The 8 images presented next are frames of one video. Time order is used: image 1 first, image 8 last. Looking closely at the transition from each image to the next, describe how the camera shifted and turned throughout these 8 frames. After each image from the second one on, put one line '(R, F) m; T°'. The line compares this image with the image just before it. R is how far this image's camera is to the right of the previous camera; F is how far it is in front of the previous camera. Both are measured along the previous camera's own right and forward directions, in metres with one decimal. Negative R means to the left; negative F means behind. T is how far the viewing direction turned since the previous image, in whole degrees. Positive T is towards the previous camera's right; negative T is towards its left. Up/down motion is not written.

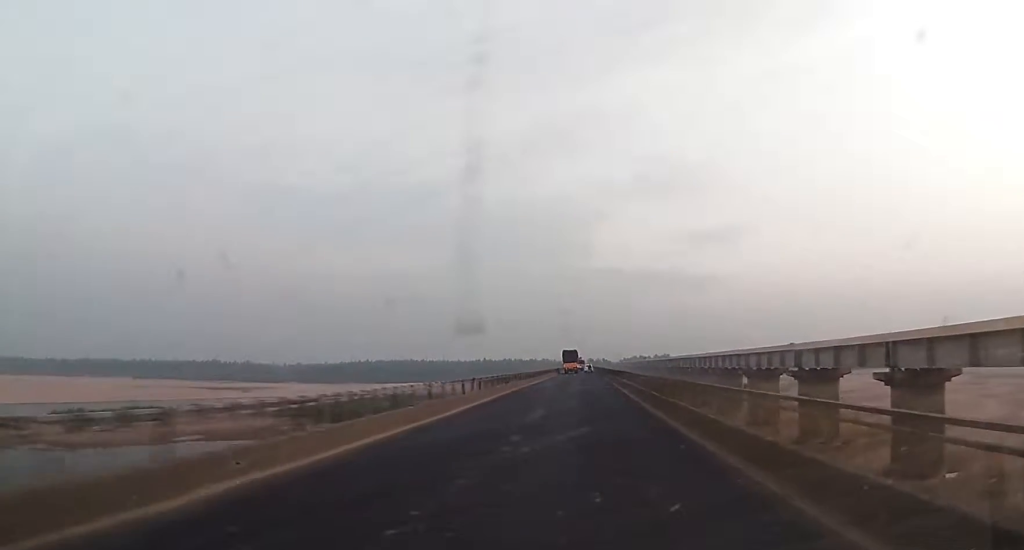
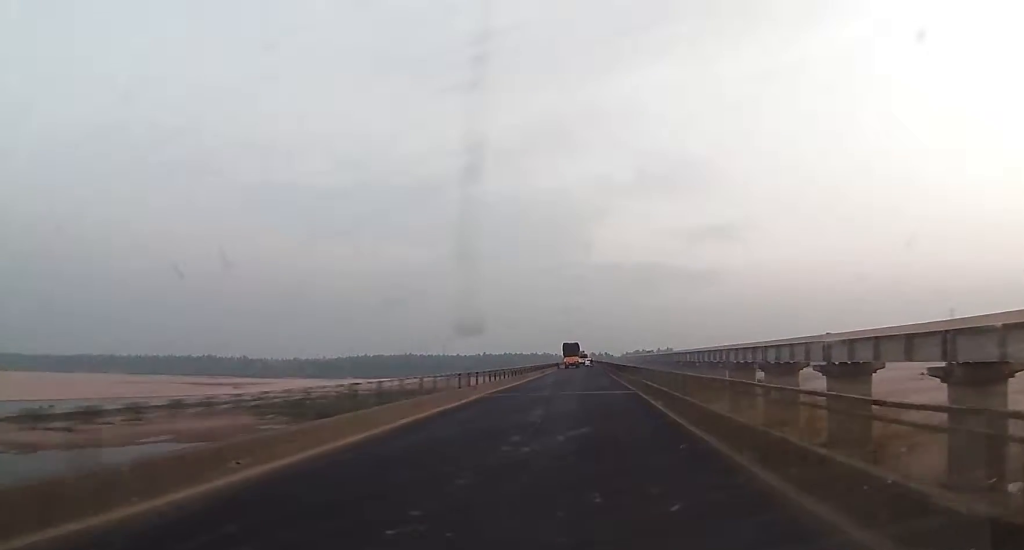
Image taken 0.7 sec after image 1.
(0.0, +17.9) m; 0°
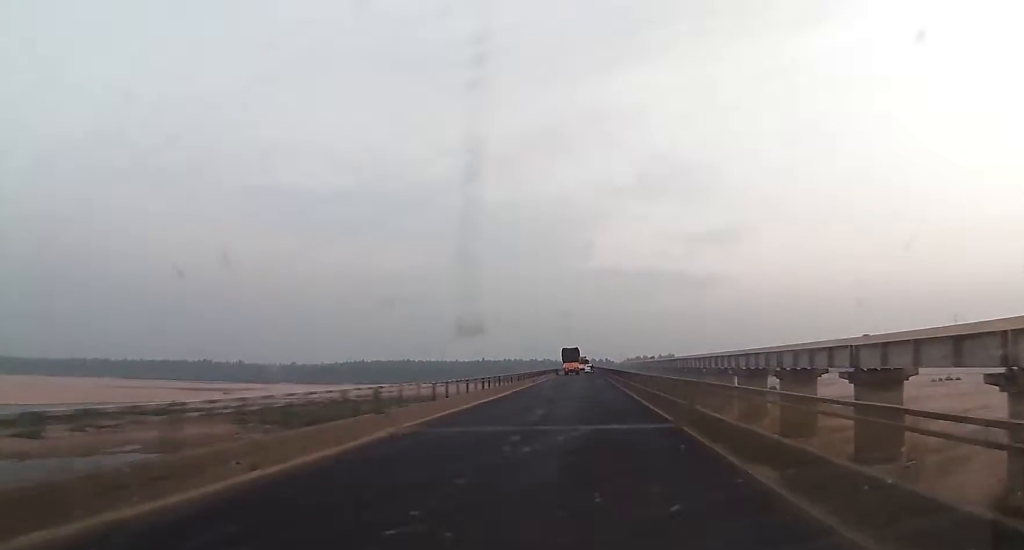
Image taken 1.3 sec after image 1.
(+0.2, +14.5) m; 0°
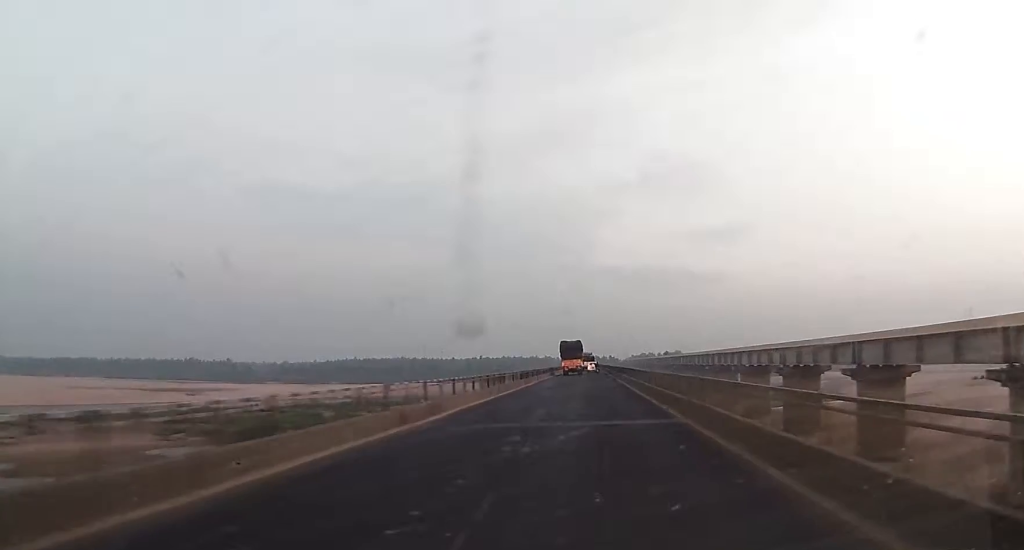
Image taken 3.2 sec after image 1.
(-0.5, +49.2) m; 0°
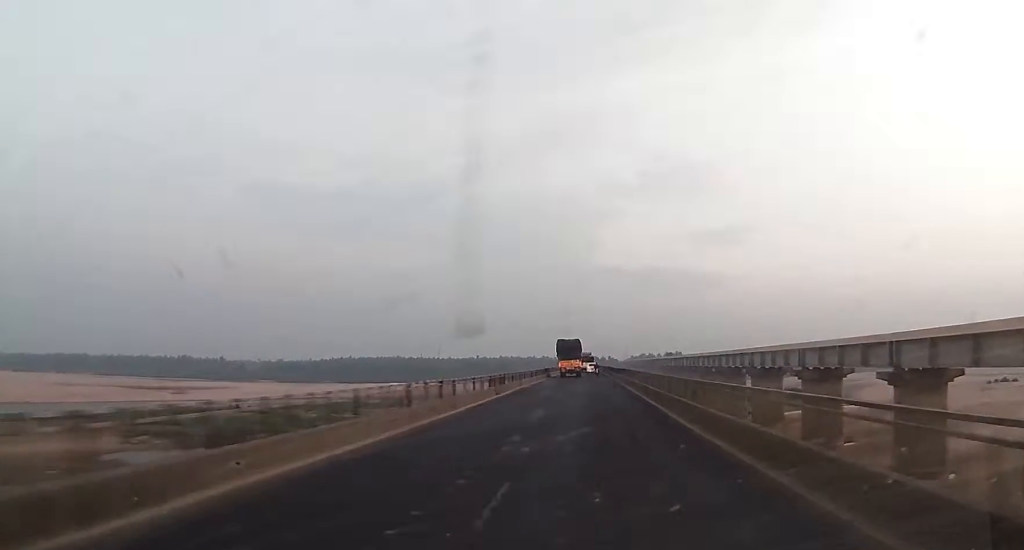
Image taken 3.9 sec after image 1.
(+0.1, +16.8) m; 0°
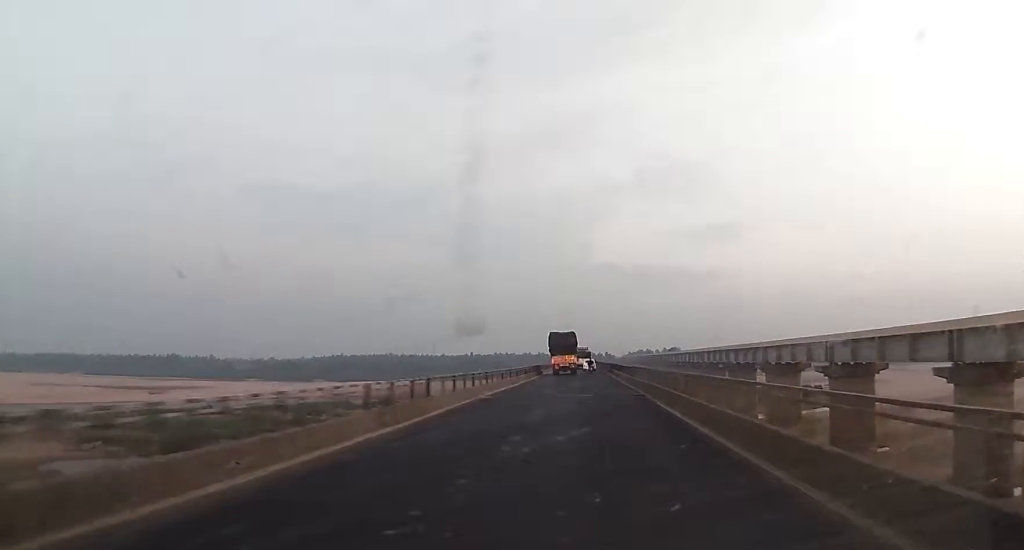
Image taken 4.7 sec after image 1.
(+0.1, +20.6) m; 0°
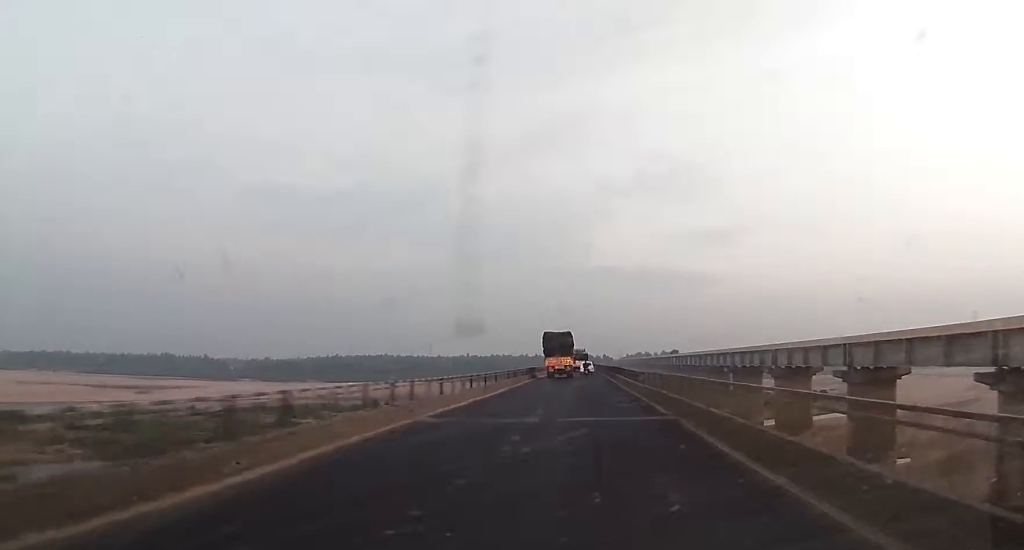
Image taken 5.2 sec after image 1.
(-0.3, +11.3) m; 0°
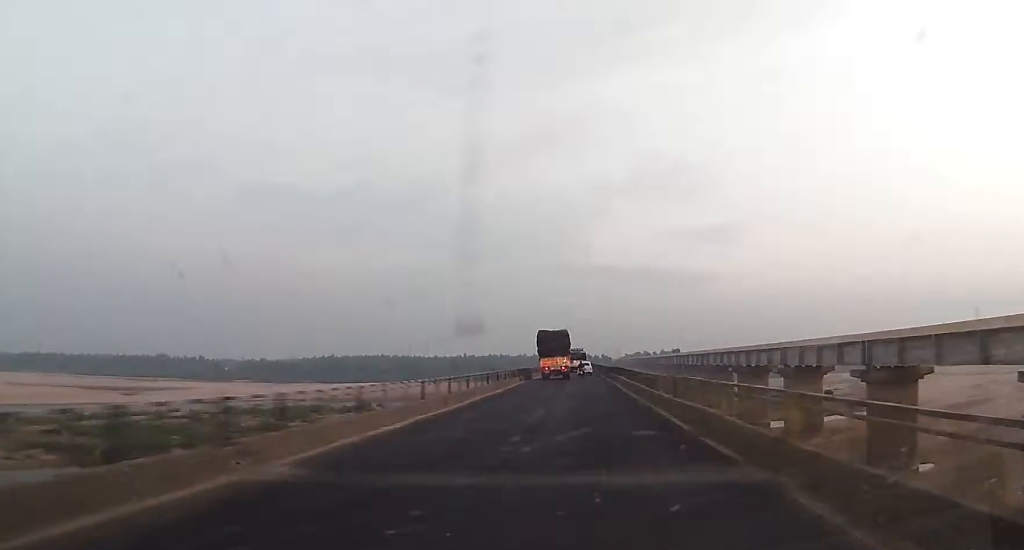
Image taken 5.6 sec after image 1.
(-0.2, +9.7) m; 0°
